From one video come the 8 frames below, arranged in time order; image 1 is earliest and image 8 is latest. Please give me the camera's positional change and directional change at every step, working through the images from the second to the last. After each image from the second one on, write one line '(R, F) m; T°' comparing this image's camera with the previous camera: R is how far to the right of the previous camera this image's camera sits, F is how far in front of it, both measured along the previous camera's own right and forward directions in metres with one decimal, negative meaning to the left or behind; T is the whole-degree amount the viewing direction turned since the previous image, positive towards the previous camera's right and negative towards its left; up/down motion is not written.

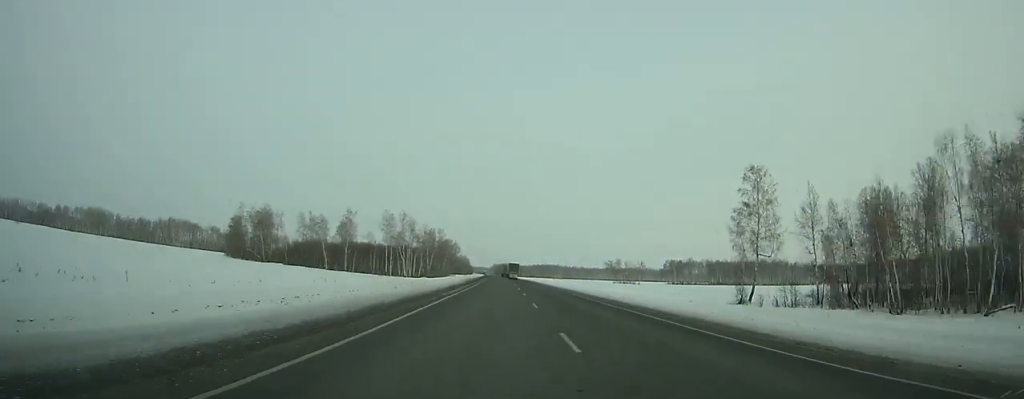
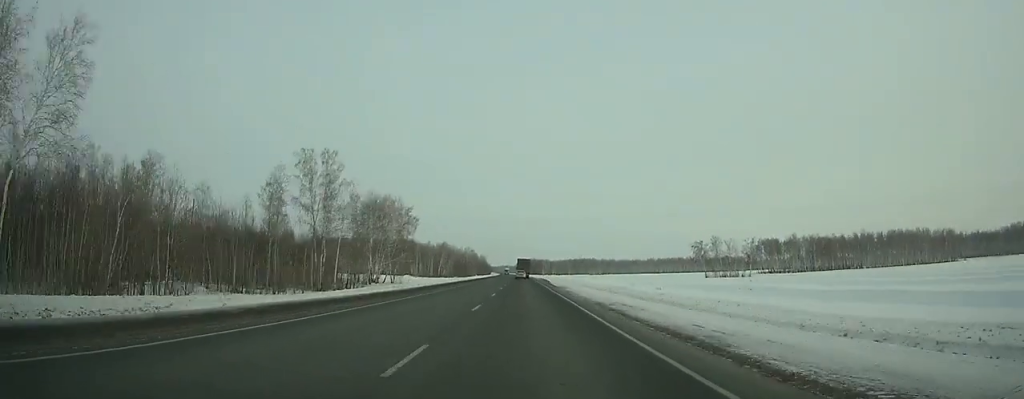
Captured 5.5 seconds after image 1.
(-1.9, +145.7) m; -2°
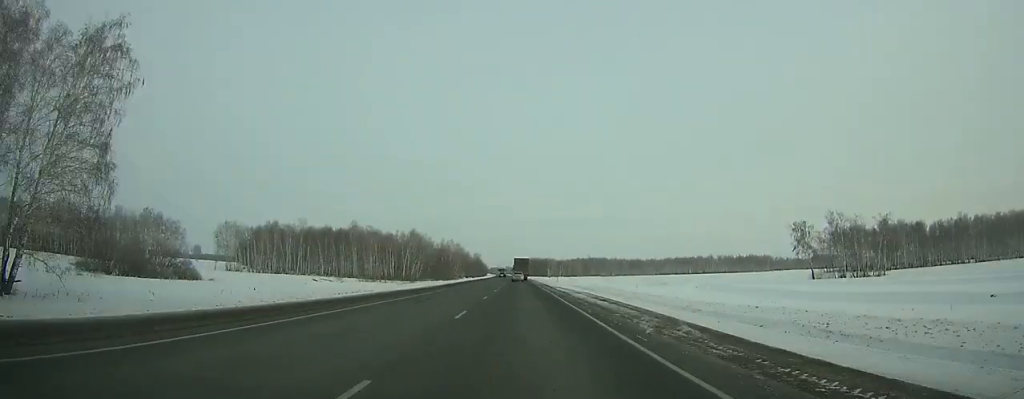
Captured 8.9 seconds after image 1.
(-0.3, +89.3) m; 0°
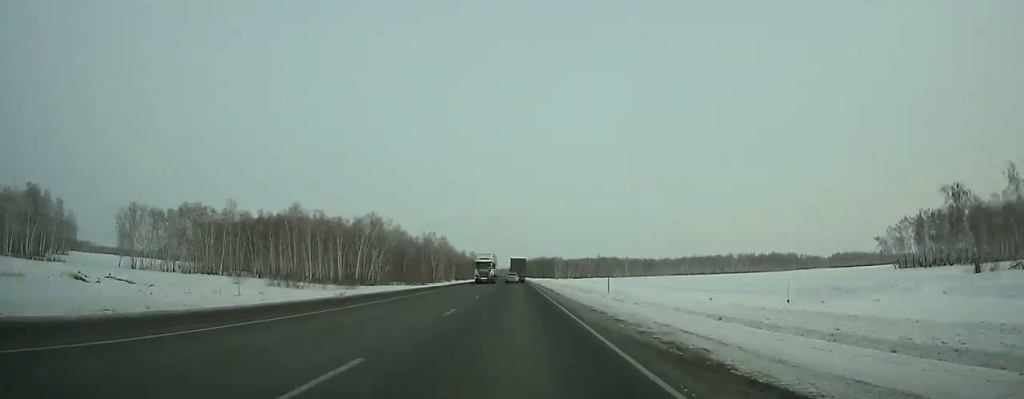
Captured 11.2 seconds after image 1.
(0.0, +59.6) m; 0°
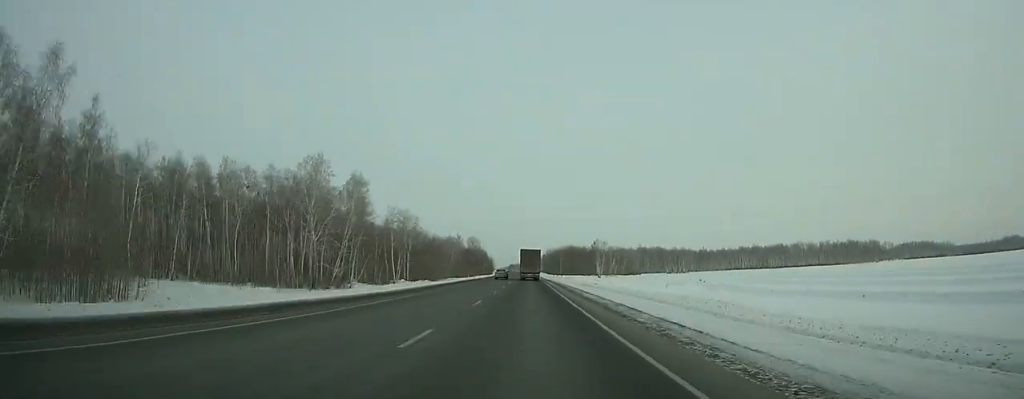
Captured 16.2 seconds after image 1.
(-1.8, +127.0) m; -1°
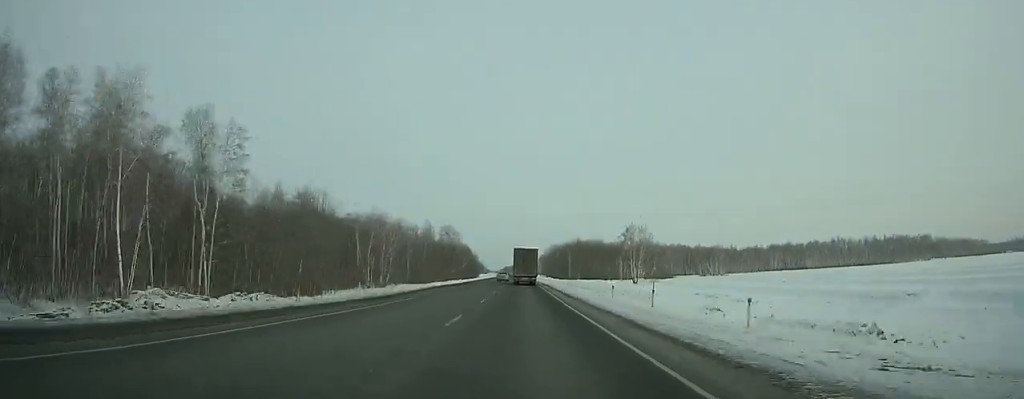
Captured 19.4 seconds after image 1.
(+0.1, +78.9) m; 0°
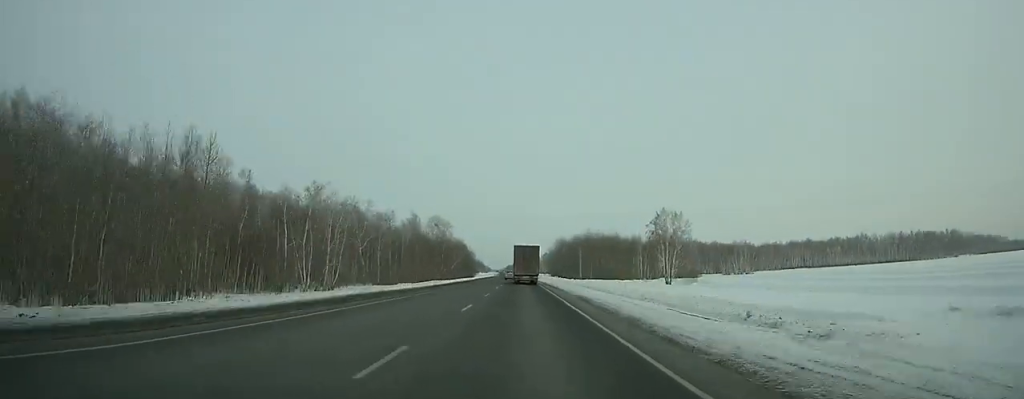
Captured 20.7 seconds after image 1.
(-0.1, +31.6) m; 0°
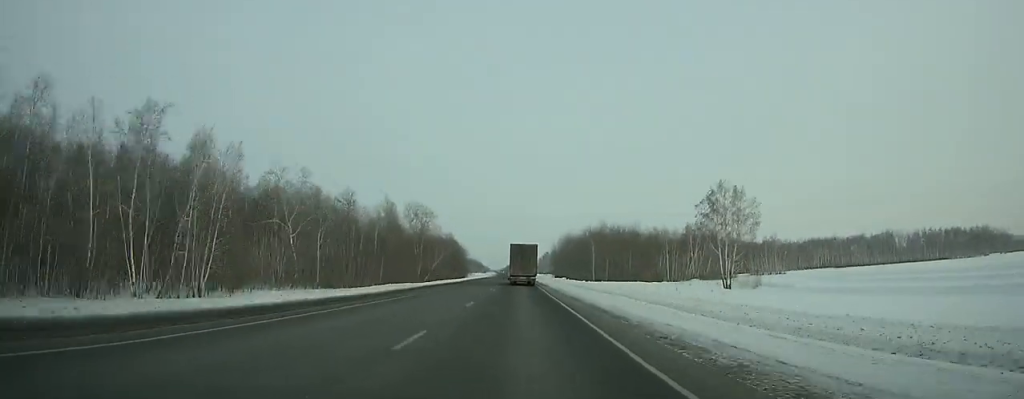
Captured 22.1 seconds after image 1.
(0.0, +34.0) m; 0°
